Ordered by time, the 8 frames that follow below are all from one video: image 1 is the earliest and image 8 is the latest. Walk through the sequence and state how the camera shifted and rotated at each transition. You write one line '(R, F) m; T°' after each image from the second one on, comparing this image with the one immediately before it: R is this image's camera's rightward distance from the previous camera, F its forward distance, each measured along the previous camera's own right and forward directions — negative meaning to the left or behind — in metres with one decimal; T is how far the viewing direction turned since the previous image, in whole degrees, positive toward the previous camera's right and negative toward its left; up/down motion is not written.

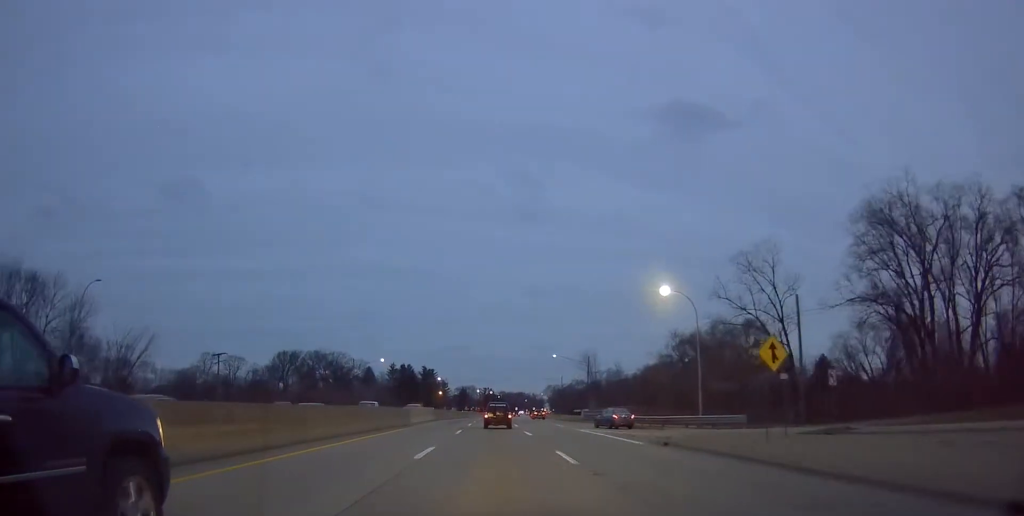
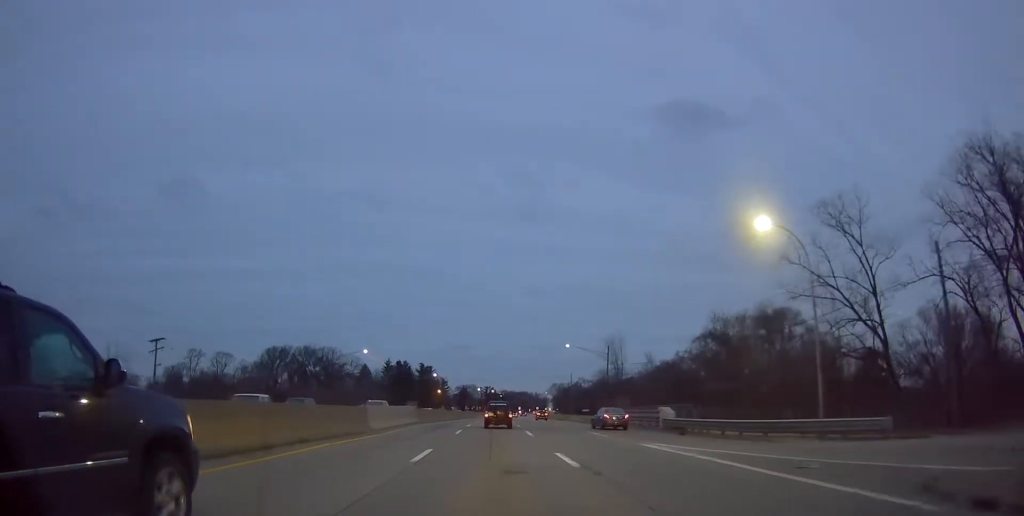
(-0.6, +15.7) m; -1°
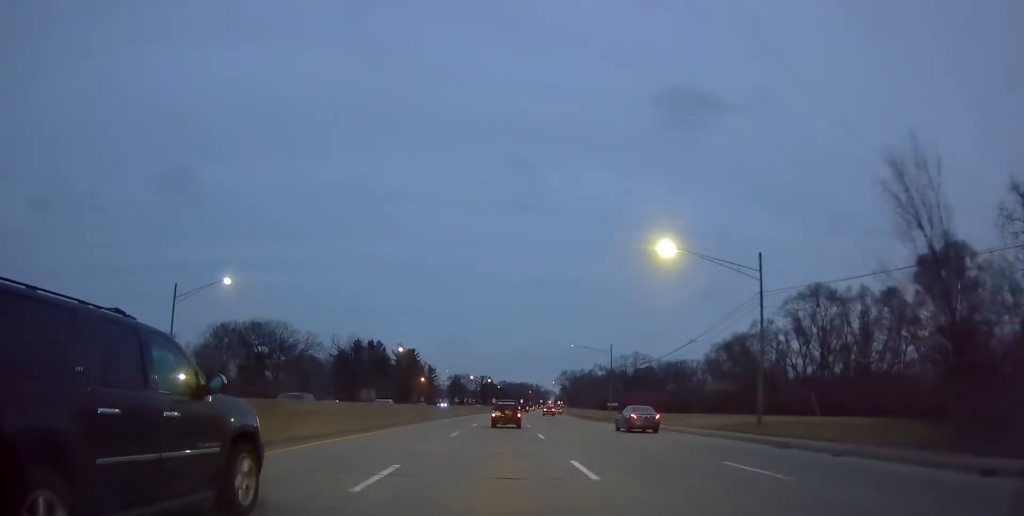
(+0.5, +50.1) m; +1°
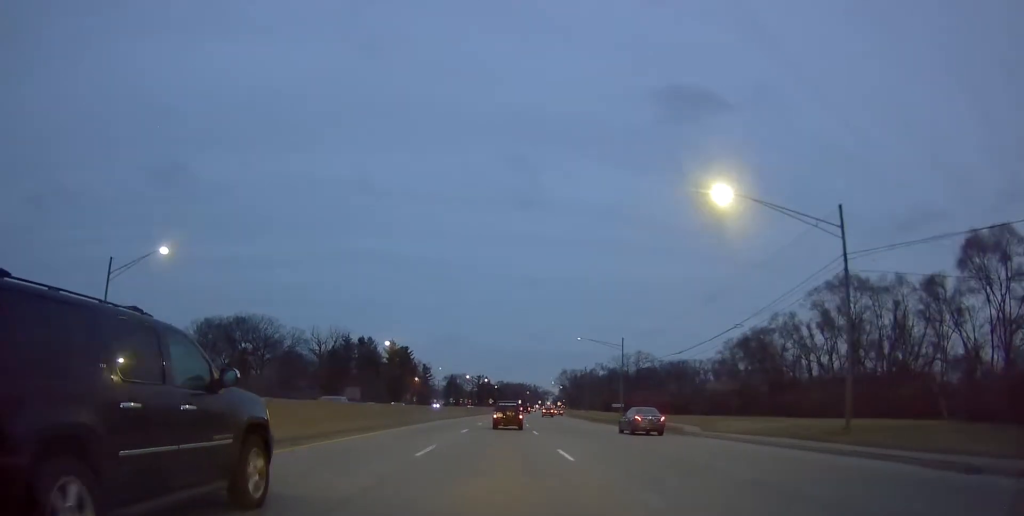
(-0.3, +10.0) m; +1°
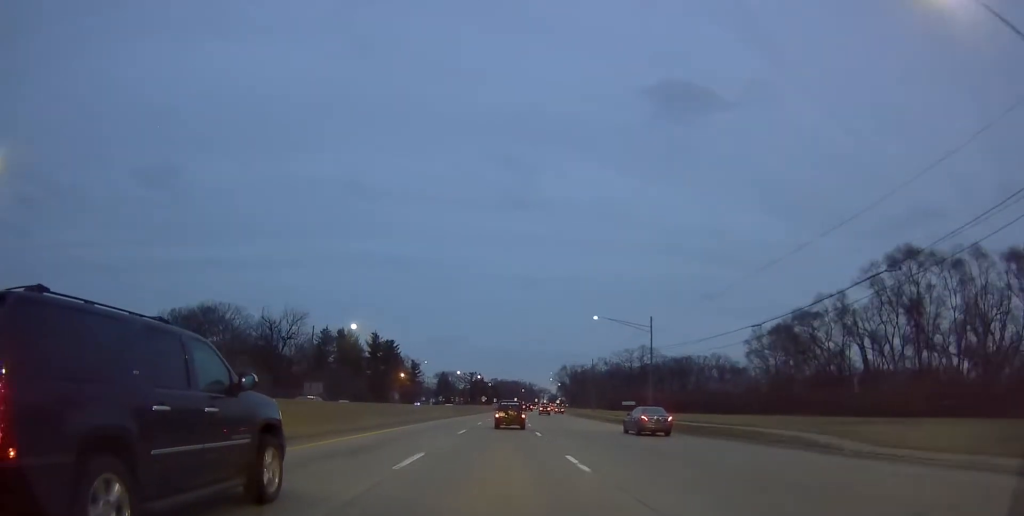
(+0.9, +17.9) m; +1°
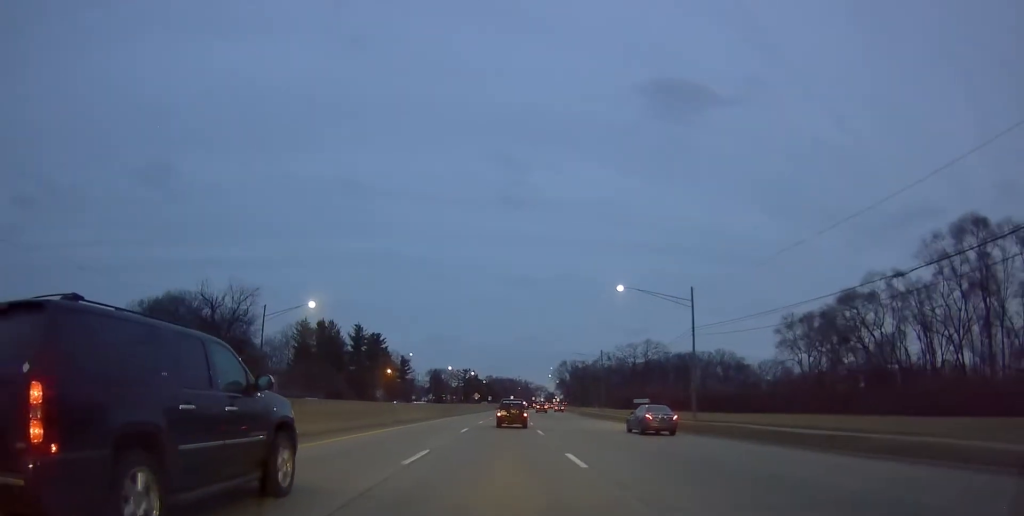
(-0.2, +15.1) m; 0°
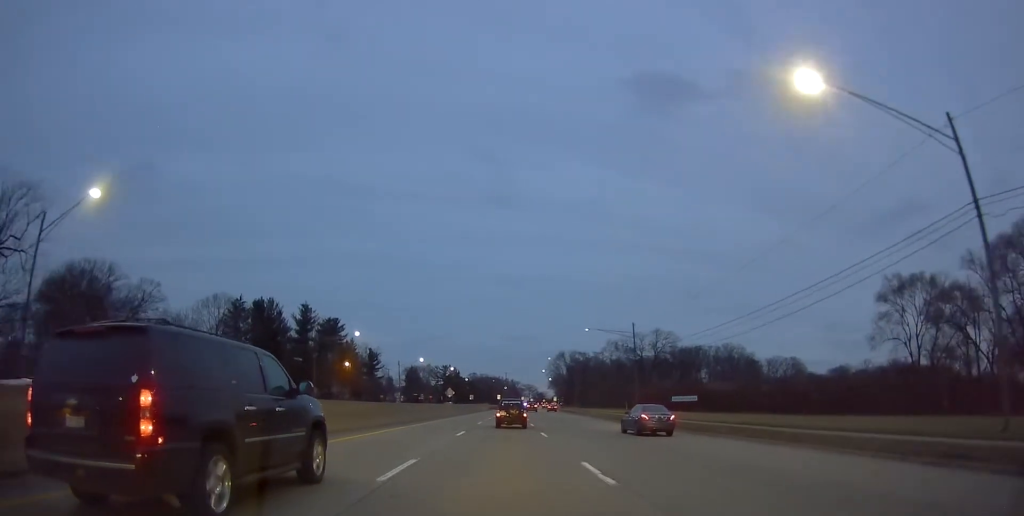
(0.0, +33.8) m; +1°
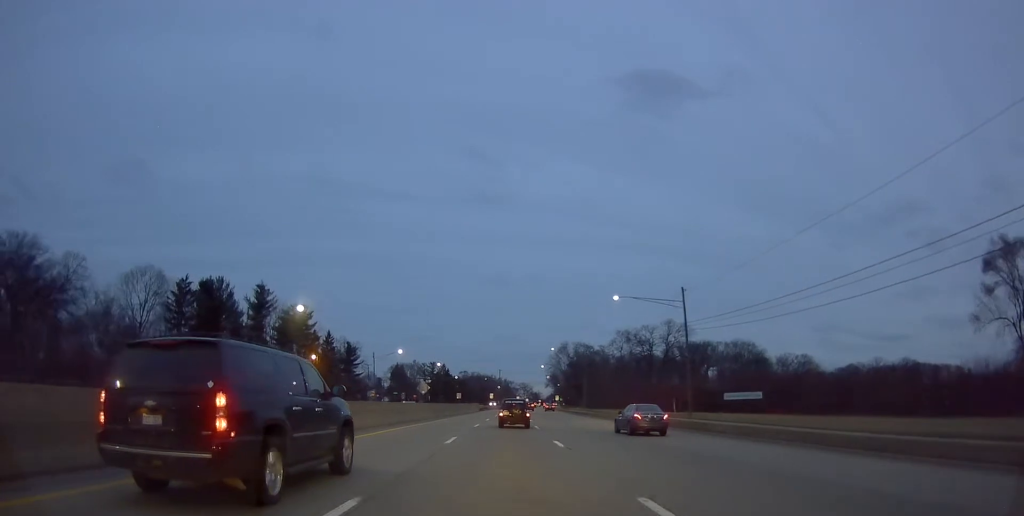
(0.0, +21.5) m; +1°
